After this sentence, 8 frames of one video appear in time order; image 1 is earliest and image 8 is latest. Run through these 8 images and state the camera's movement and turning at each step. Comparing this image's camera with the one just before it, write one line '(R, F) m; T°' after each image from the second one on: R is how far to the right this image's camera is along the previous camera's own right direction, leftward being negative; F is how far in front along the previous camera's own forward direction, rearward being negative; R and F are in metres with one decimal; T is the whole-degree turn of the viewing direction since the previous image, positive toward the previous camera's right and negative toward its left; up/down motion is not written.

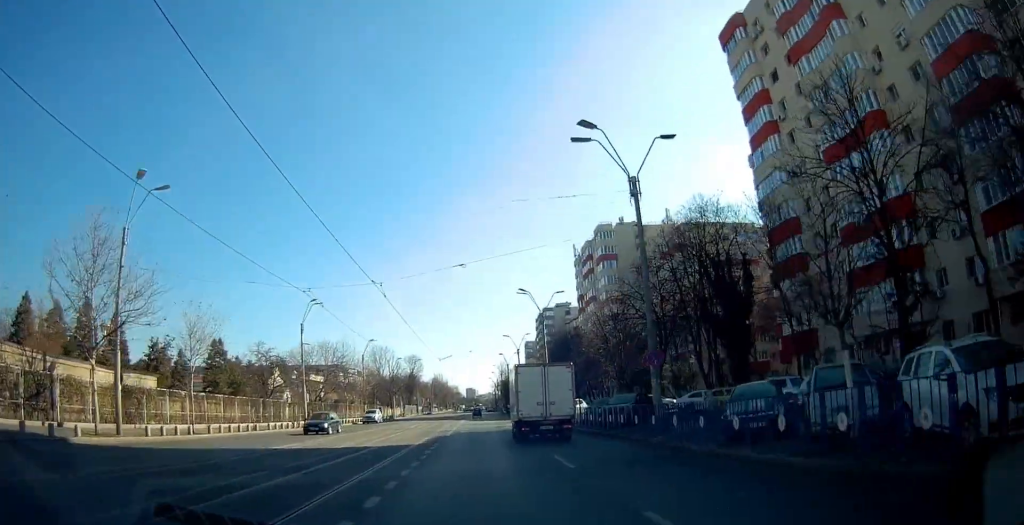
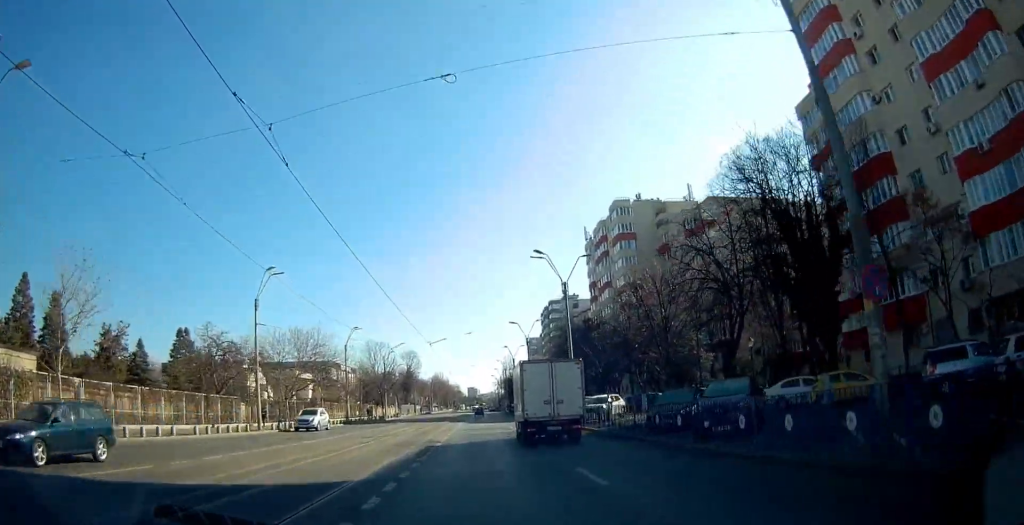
(+0.1, +12.3) m; 0°
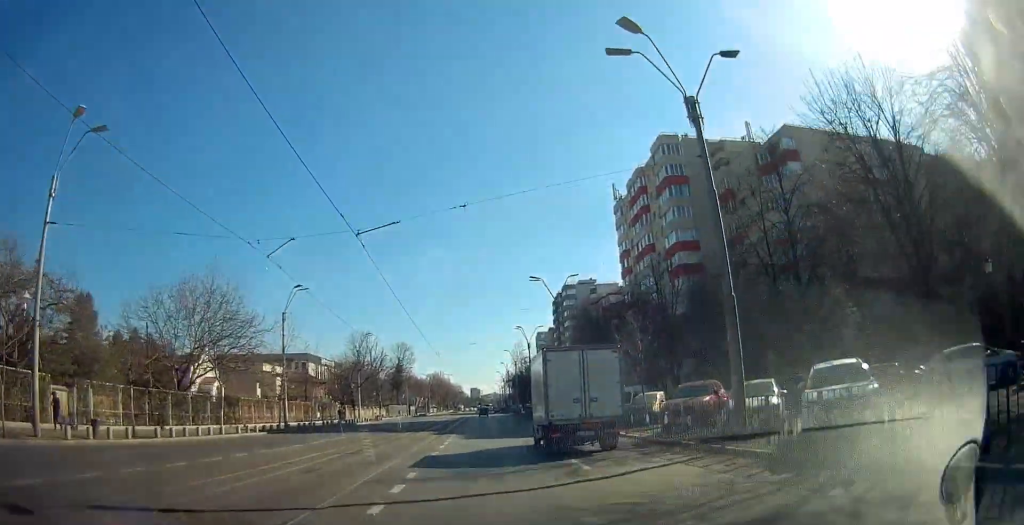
(-0.1, +24.6) m; -1°
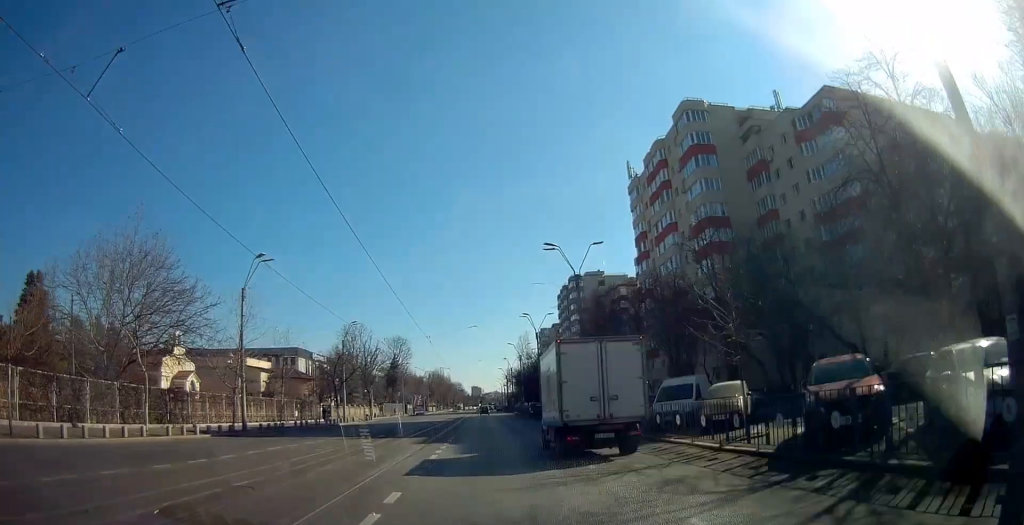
(0.0, +9.2) m; -1°
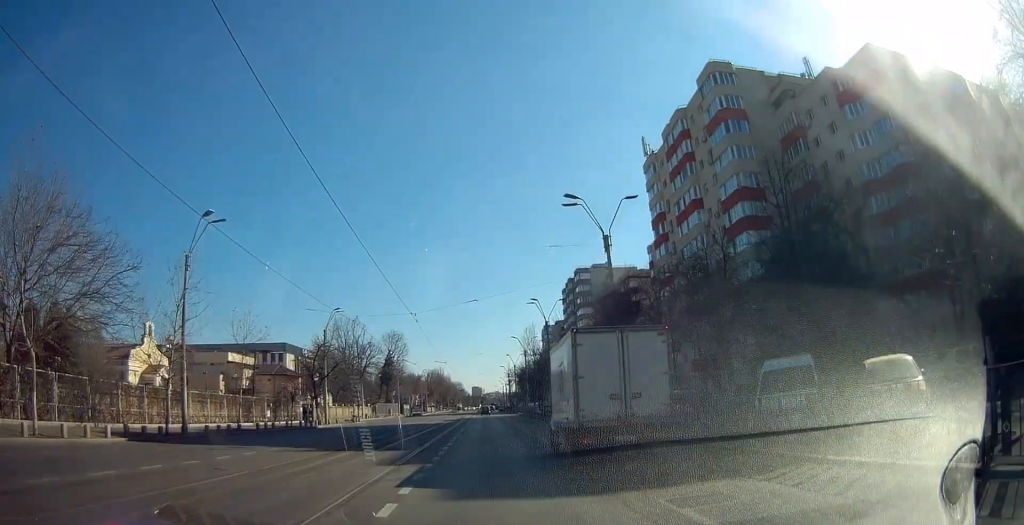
(-0.1, +8.7) m; -1°
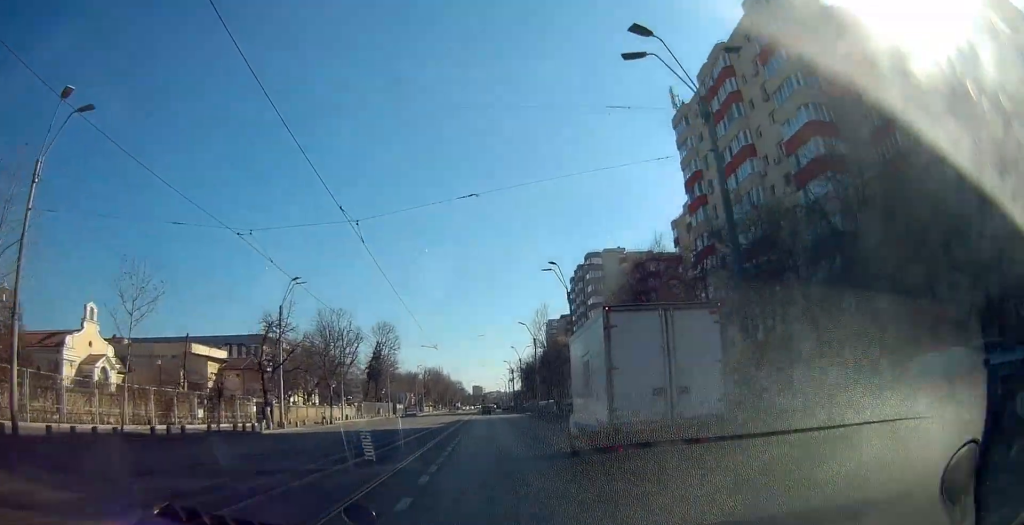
(-0.3, +13.9) m; -1°
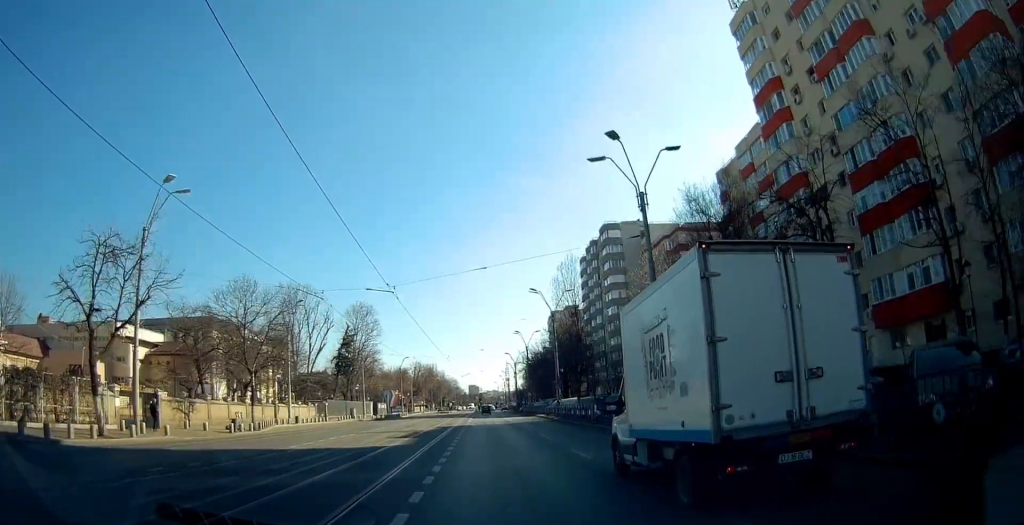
(+0.4, +20.6) m; +3°
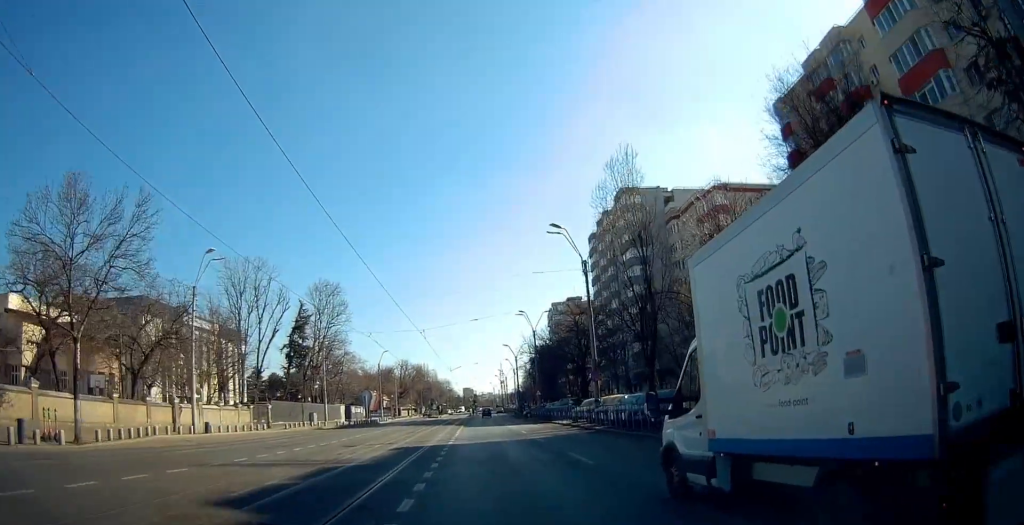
(+0.3, +19.0) m; -1°
